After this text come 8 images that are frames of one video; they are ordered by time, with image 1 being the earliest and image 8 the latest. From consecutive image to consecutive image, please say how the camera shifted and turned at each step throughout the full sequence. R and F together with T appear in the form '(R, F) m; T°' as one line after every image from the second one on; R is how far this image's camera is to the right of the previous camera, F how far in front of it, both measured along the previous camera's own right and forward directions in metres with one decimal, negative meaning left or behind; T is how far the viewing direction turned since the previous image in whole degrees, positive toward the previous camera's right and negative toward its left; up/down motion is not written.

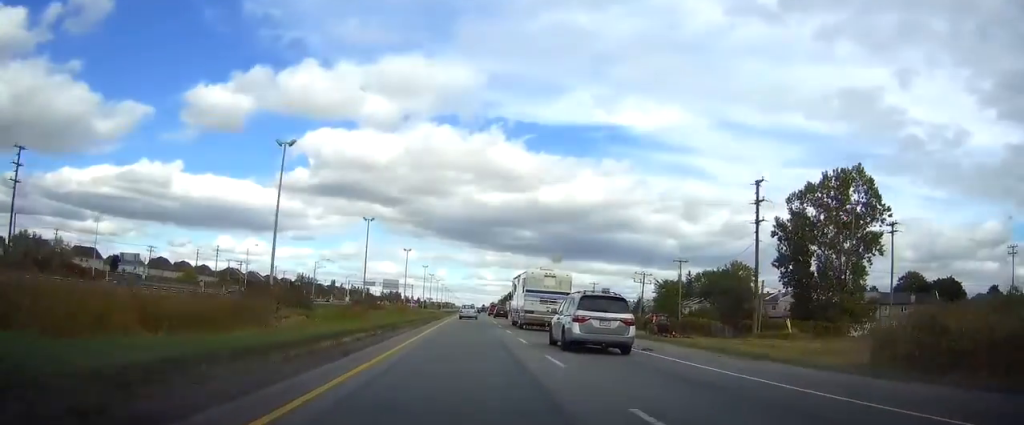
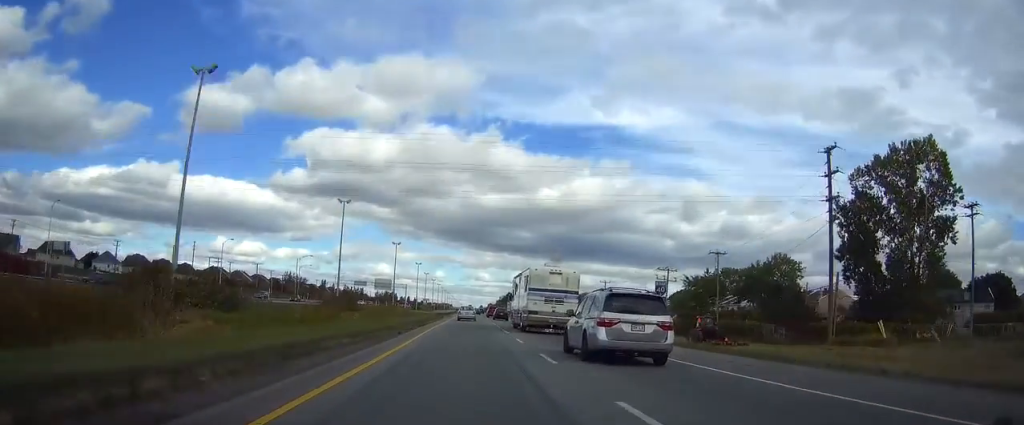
(0.0, +17.3) m; 0°
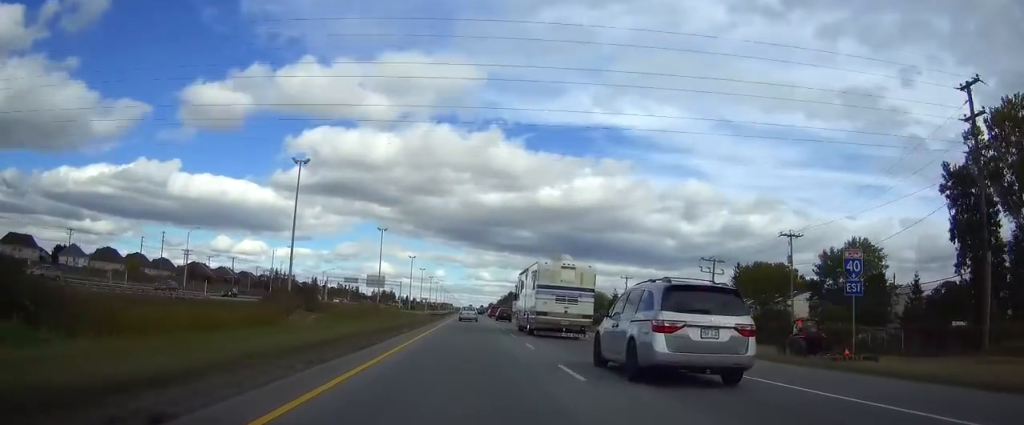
(0.0, +21.4) m; 0°
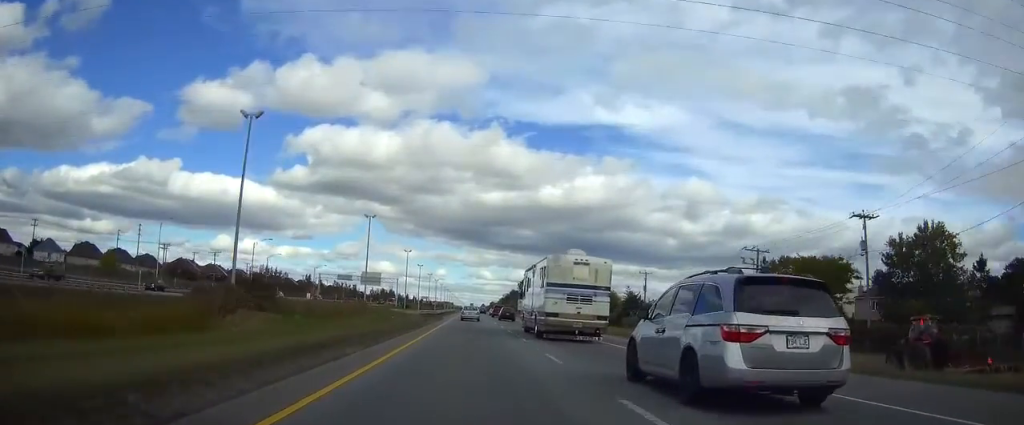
(0.0, +14.2) m; 0°
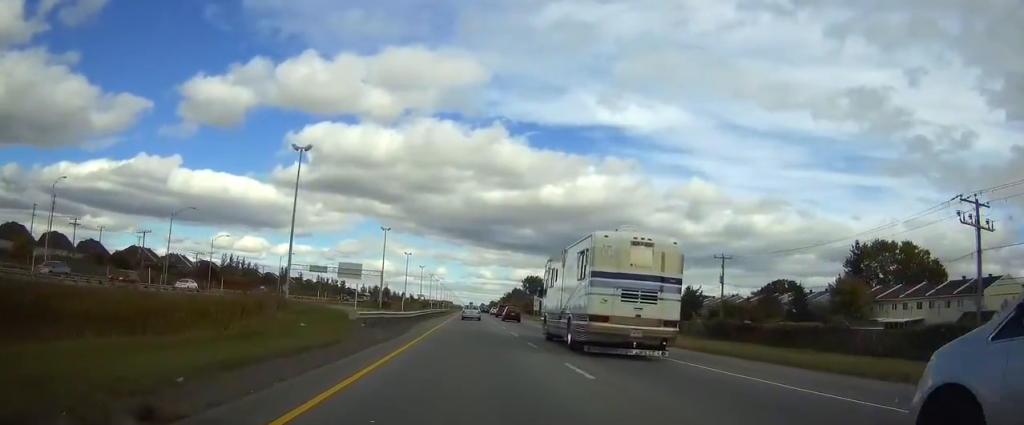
(0.0, +38.8) m; 0°
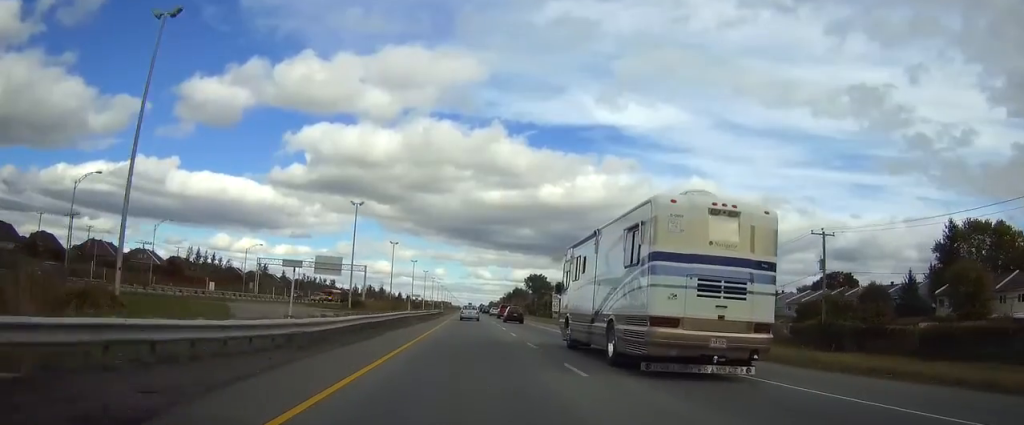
(0.0, +26.6) m; 0°
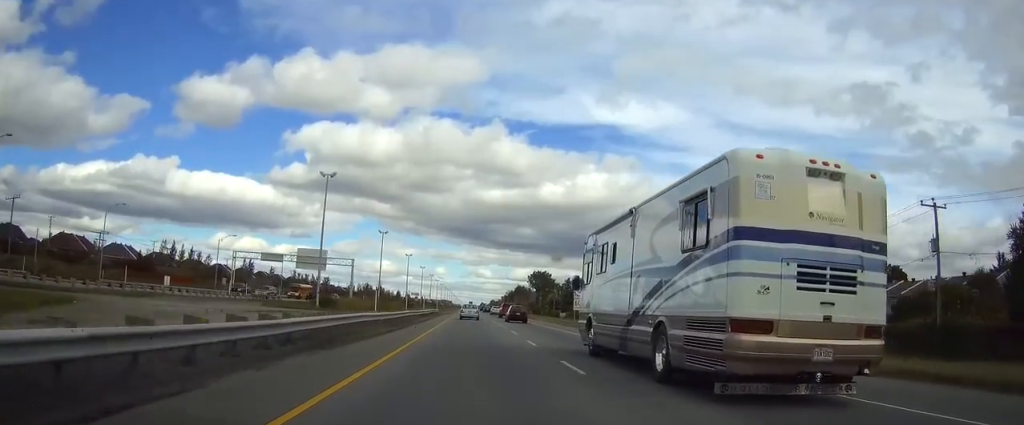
(0.0, +17.4) m; 0°
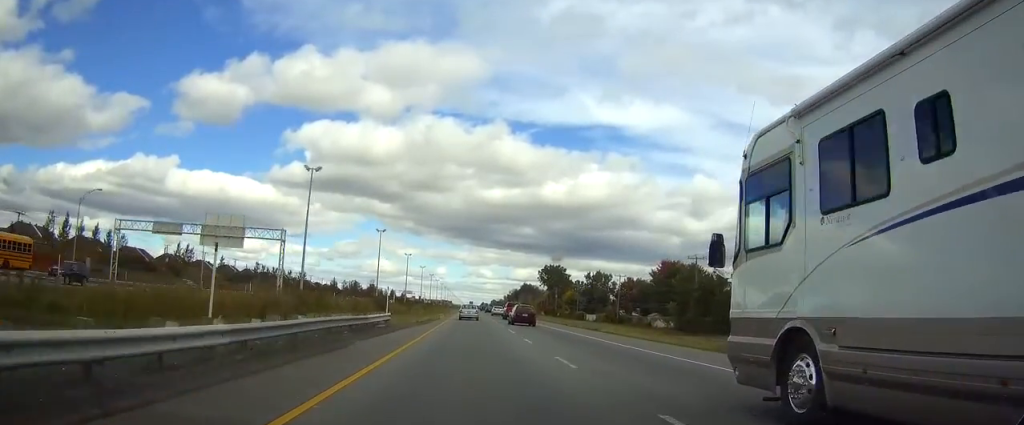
(0.0, +52.2) m; 0°
